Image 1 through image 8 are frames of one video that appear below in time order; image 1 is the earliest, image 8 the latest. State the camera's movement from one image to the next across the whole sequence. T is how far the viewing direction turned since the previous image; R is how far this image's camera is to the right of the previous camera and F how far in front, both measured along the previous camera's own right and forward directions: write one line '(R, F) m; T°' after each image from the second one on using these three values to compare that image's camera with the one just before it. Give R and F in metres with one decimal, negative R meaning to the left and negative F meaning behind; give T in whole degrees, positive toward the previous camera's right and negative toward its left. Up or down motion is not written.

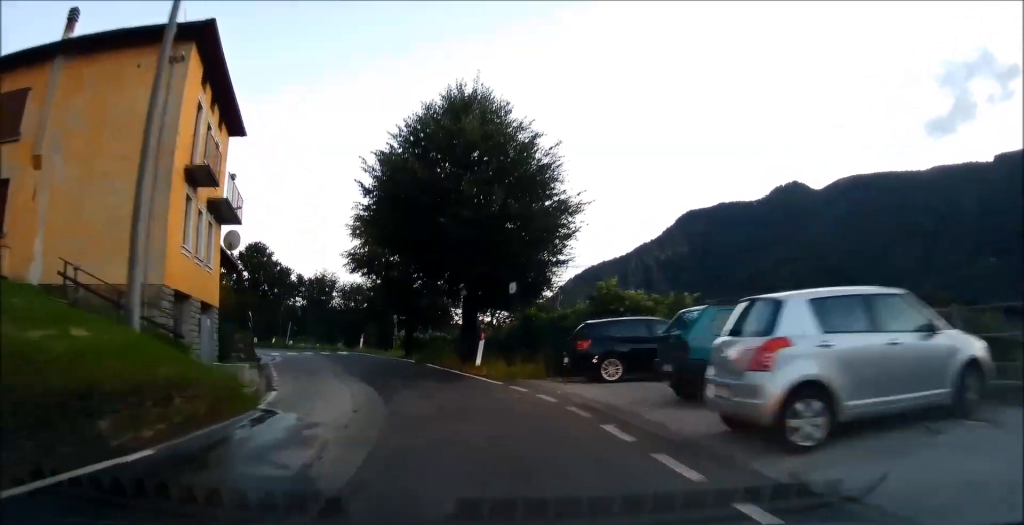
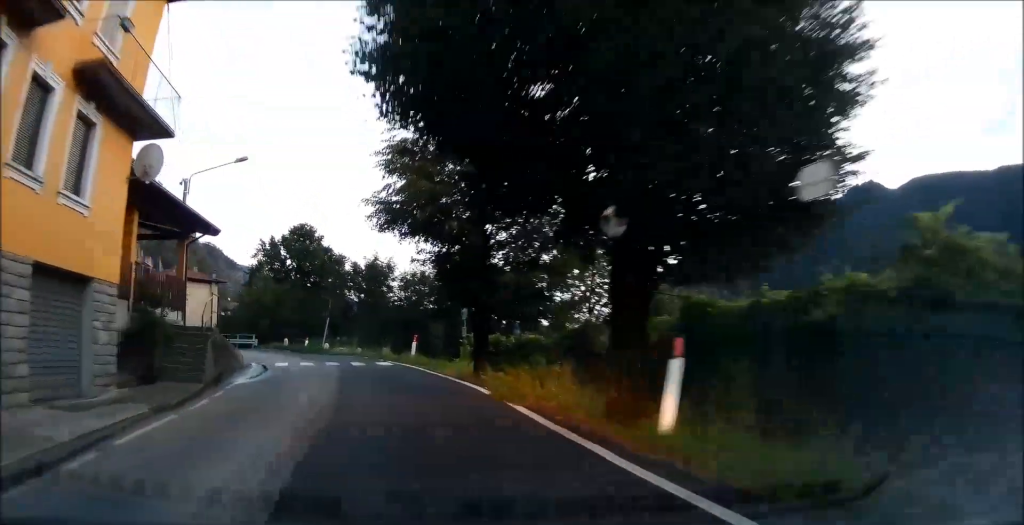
(-0.6, +12.8) m; -7°
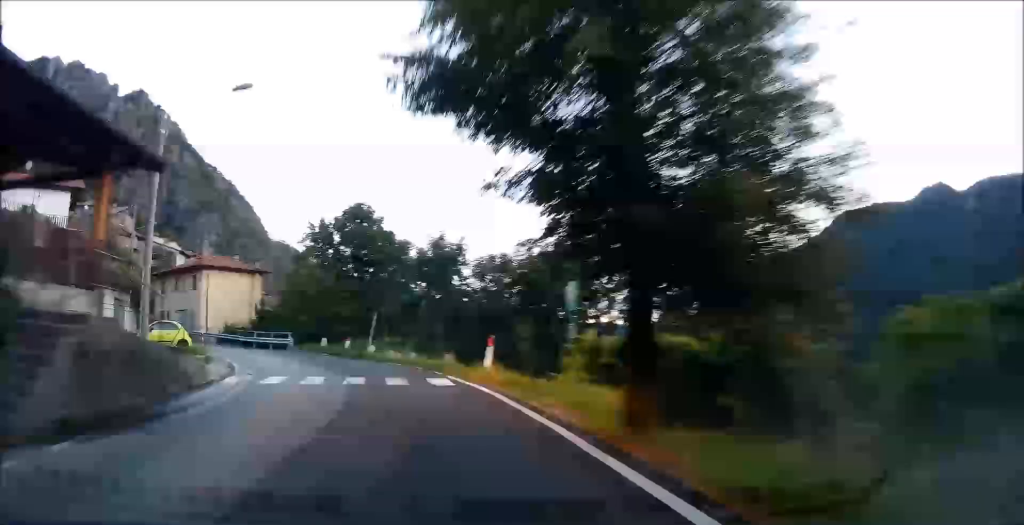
(-0.6, +9.7) m; -7°
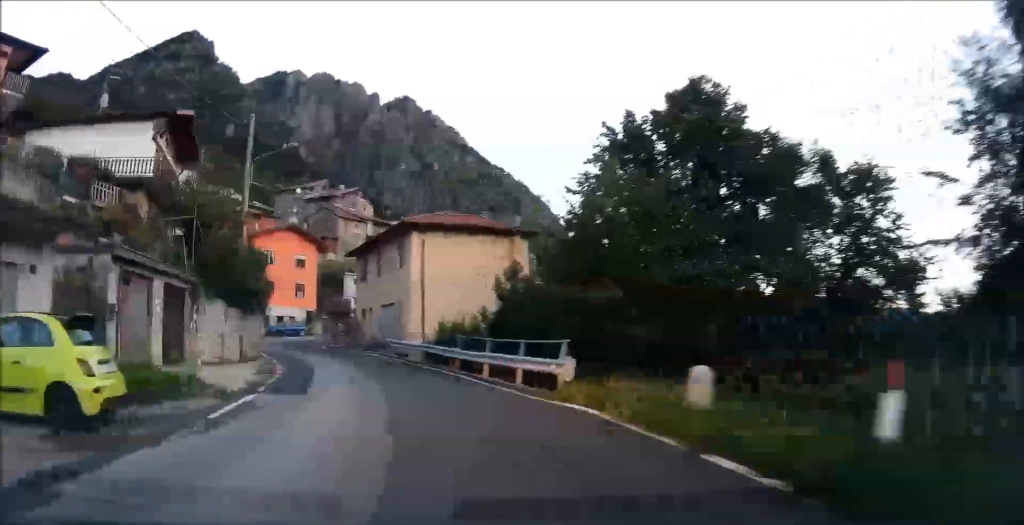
(-4.7, +25.3) m; -22°
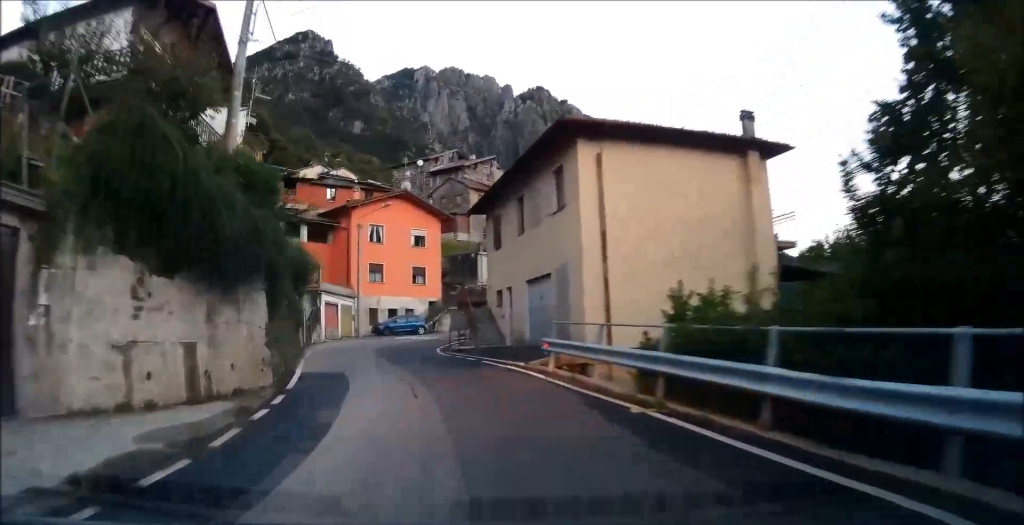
(-1.2, +13.9) m; -14°
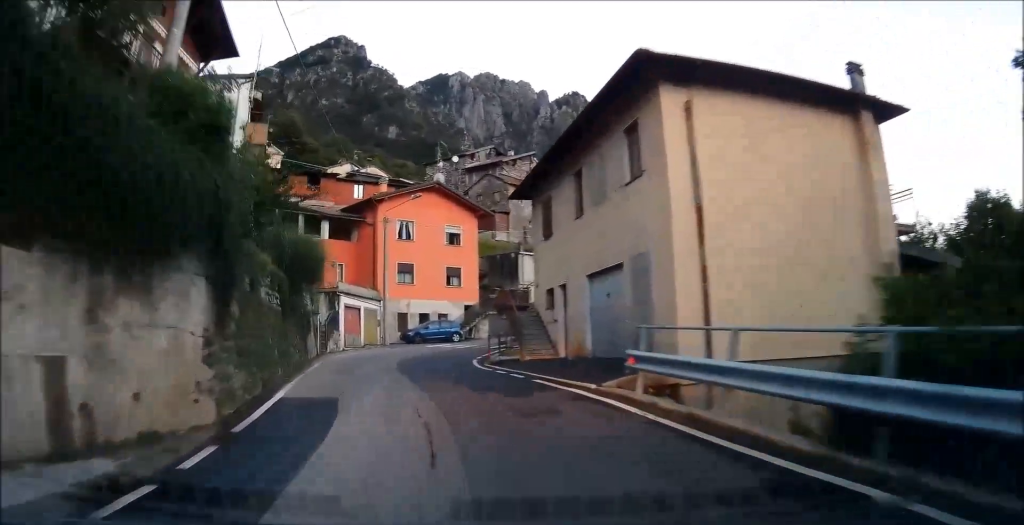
(-0.6, +4.9) m; -3°
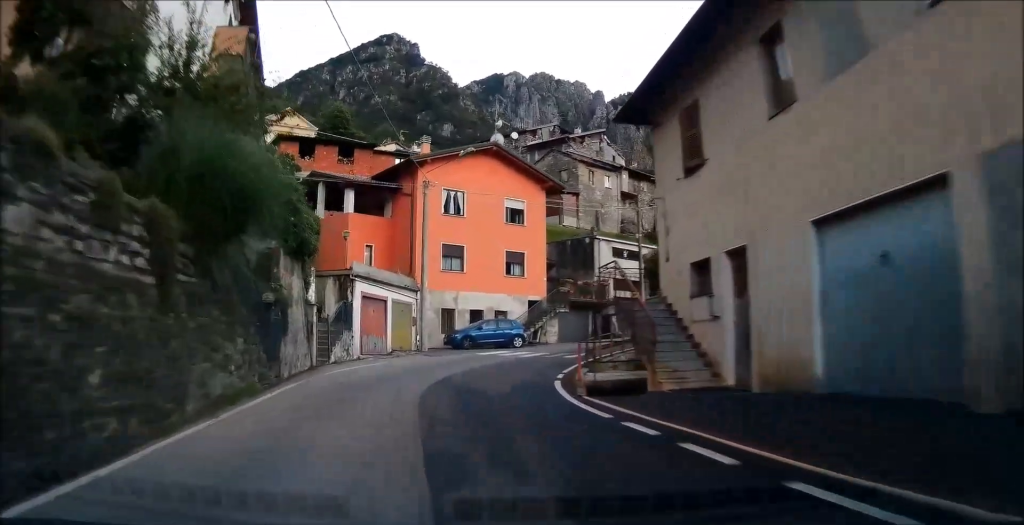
(-0.8, +10.3) m; -4°
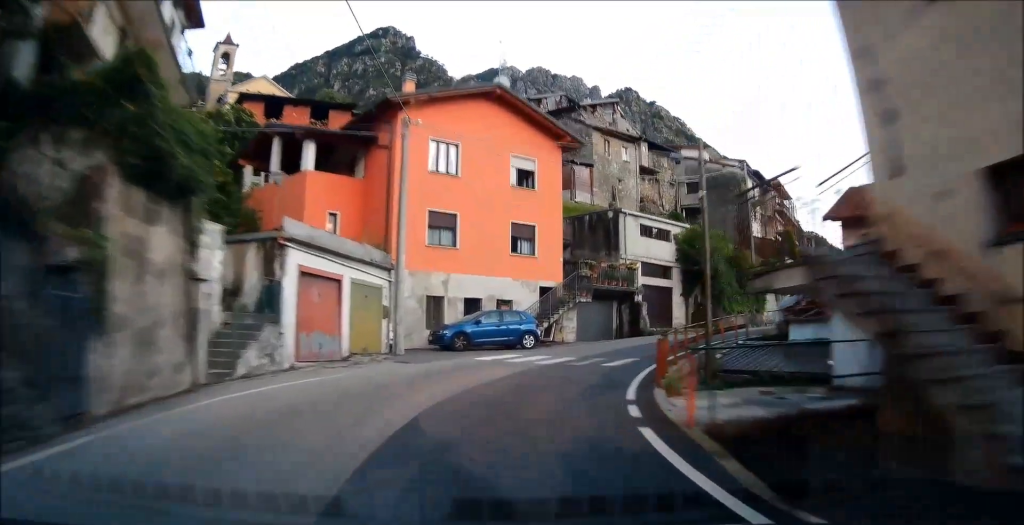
(-0.1, +9.2) m; +2°
